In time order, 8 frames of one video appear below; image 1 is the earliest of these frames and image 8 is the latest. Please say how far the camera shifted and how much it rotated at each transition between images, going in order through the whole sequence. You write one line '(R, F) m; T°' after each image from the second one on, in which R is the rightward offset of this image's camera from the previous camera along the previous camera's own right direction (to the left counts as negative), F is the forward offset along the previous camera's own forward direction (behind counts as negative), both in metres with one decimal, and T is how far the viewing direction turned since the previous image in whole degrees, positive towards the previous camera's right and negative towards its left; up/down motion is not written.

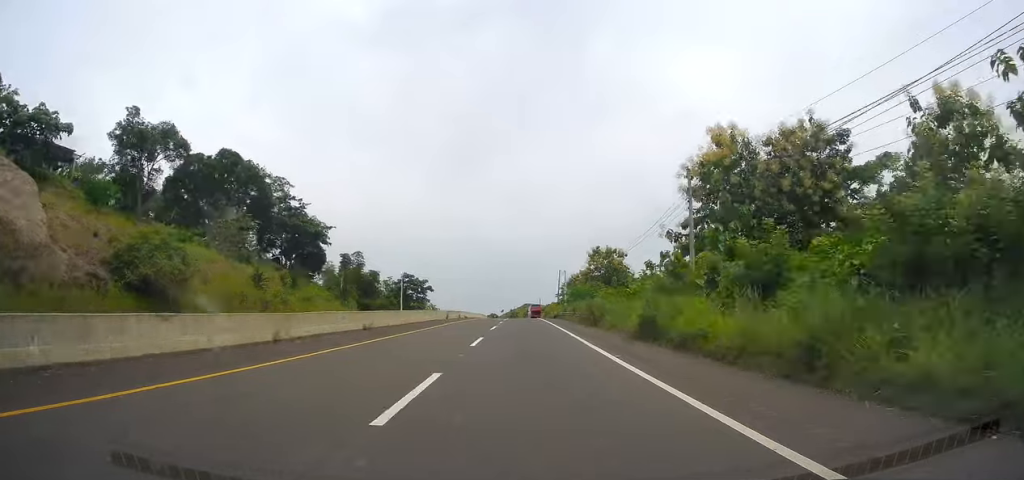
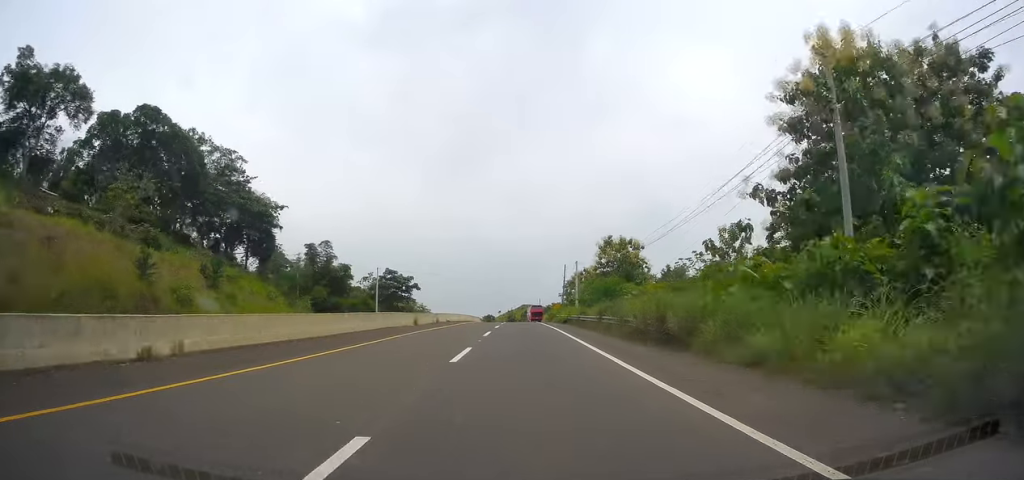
(+0.8, +18.1) m; +2°
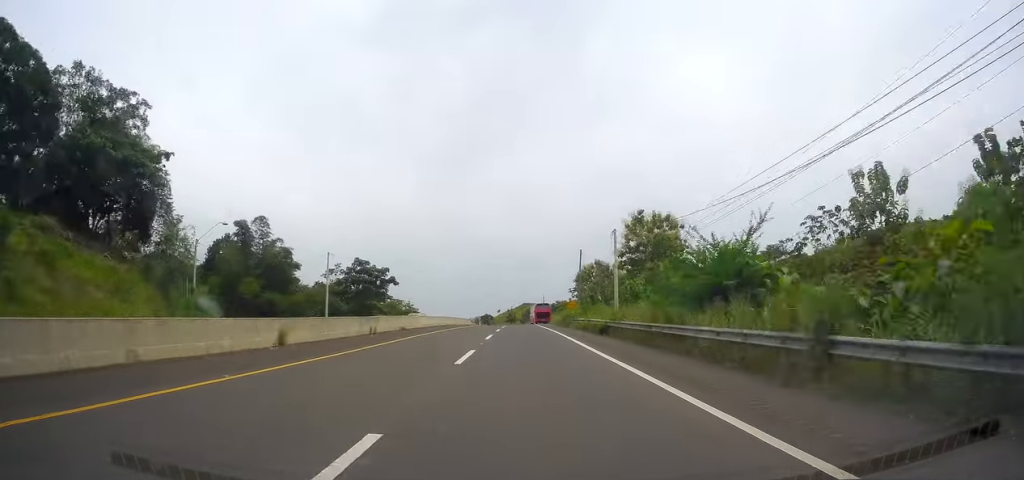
(+0.4, +25.2) m; +1°
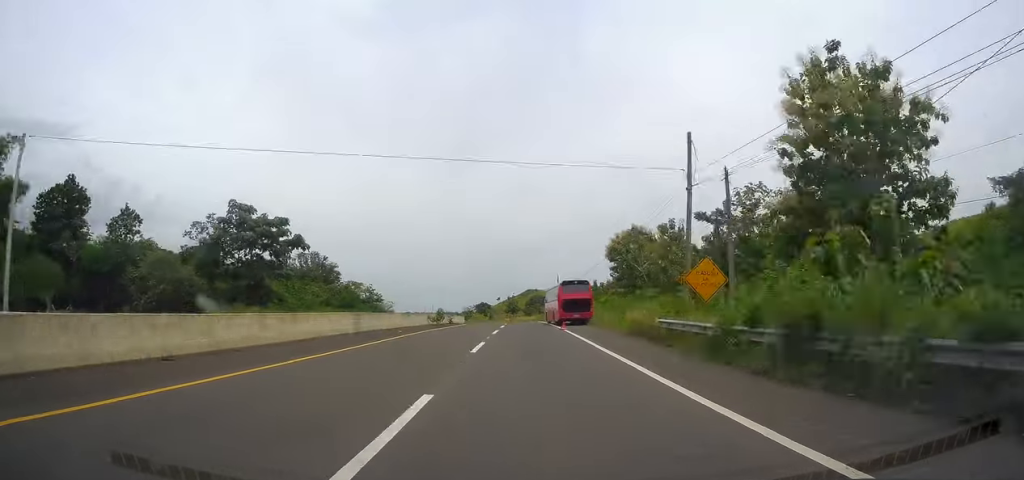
(0.0, +48.3) m; 0°
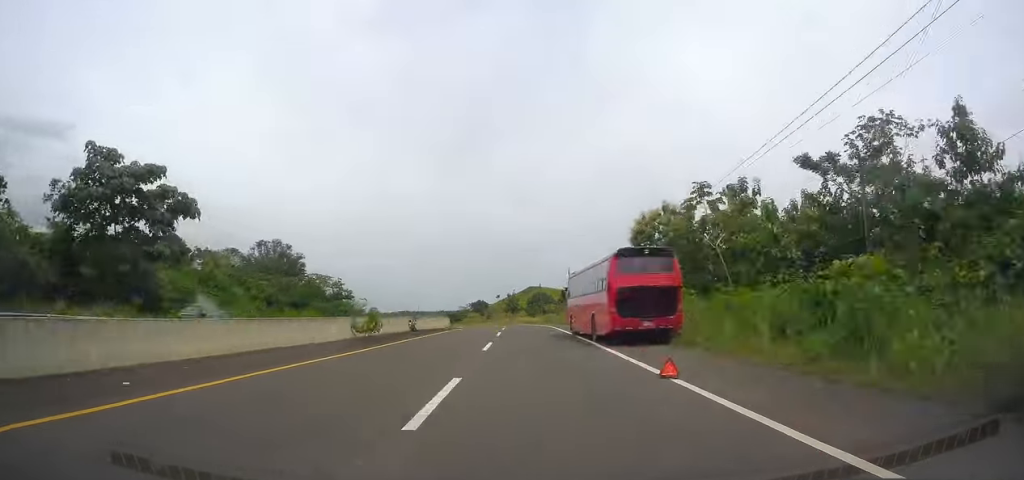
(0.0, +23.2) m; 0°
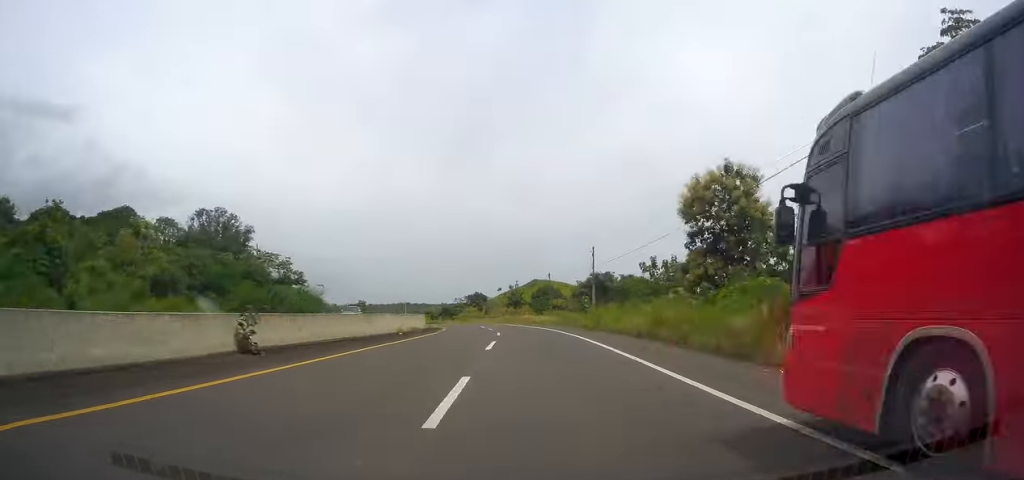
(0.0, +25.1) m; 0°
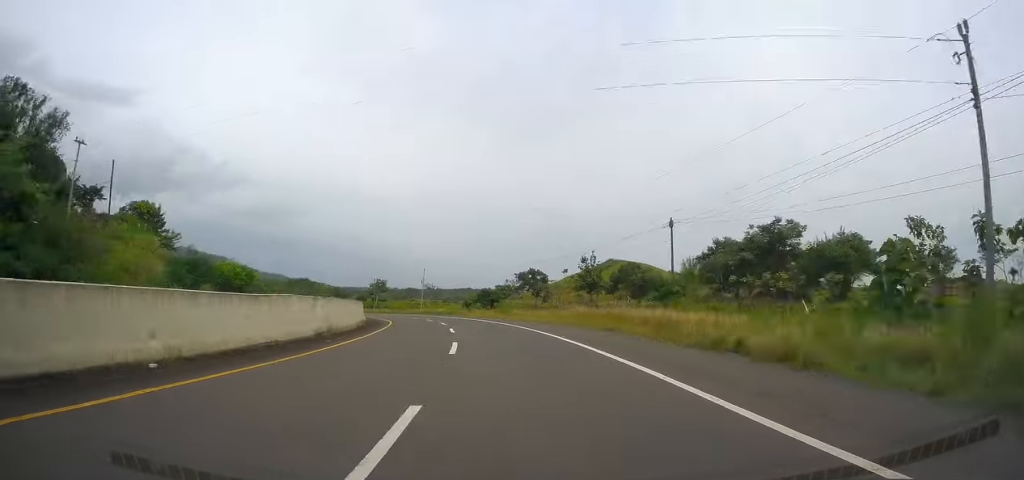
(-0.5, +54.3) m; -3°
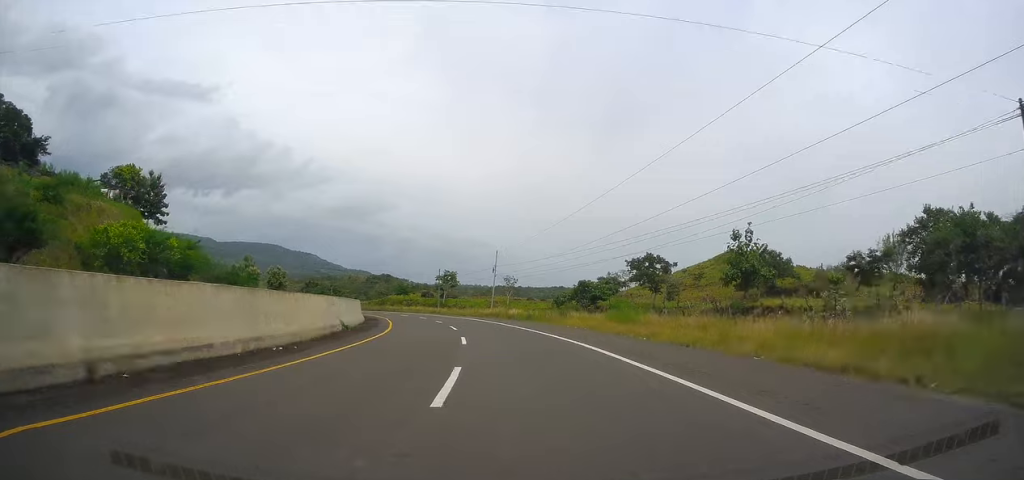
(-0.9, +33.0) m; -5°
